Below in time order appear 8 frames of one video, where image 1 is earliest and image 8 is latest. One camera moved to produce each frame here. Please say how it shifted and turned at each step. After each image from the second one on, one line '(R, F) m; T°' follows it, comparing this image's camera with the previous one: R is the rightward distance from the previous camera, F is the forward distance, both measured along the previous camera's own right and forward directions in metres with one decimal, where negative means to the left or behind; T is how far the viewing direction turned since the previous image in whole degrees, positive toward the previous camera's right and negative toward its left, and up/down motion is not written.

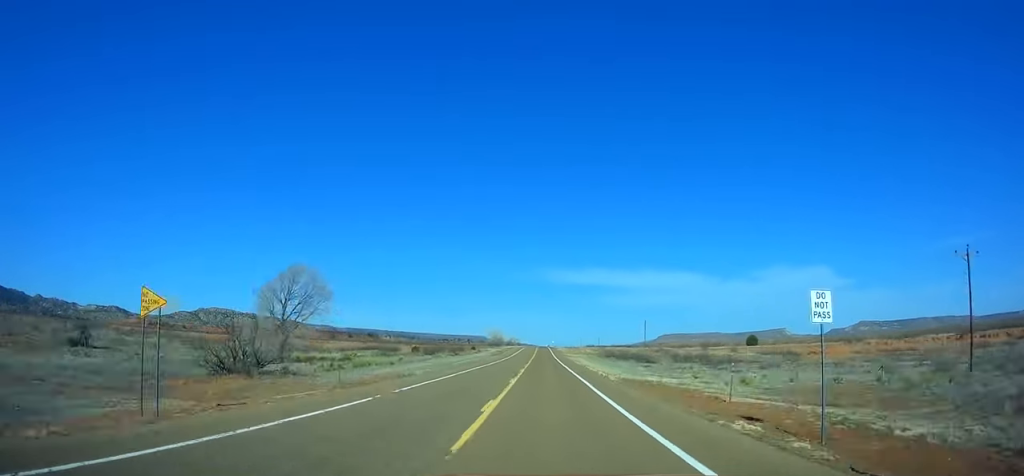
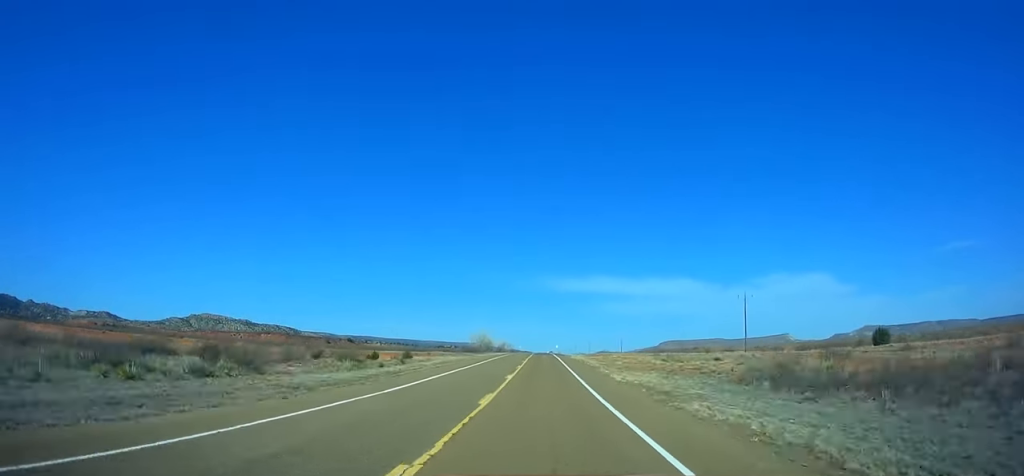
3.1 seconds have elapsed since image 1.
(-0.1, +84.5) m; 0°
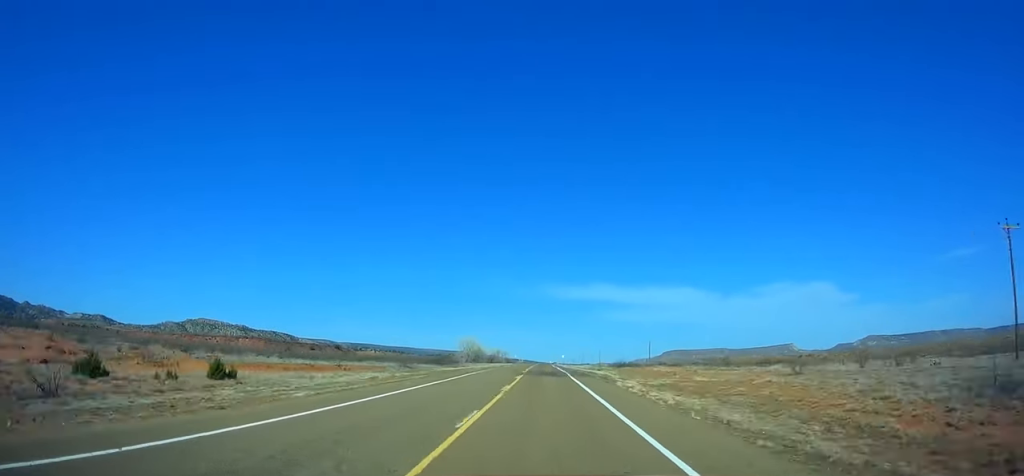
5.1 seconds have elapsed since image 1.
(+0.6, +54.5) m; 0°
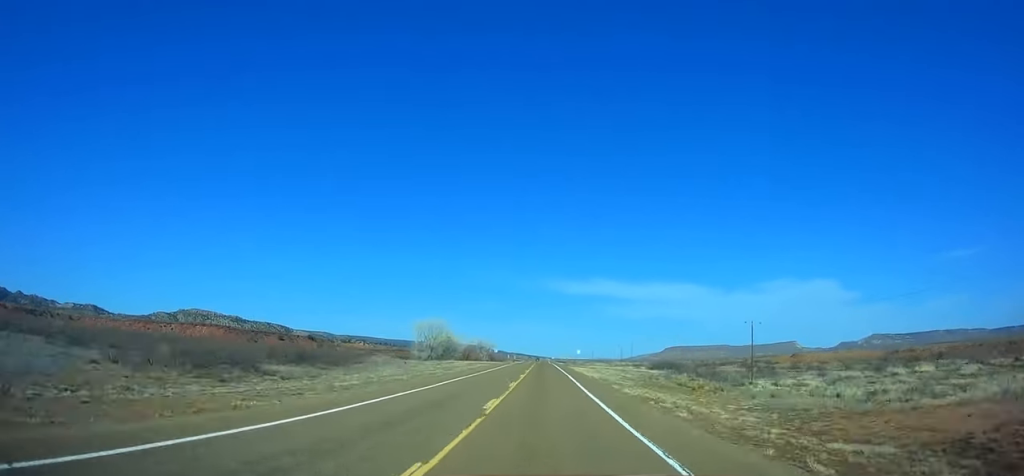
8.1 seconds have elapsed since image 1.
(-1.0, +81.6) m; -1°
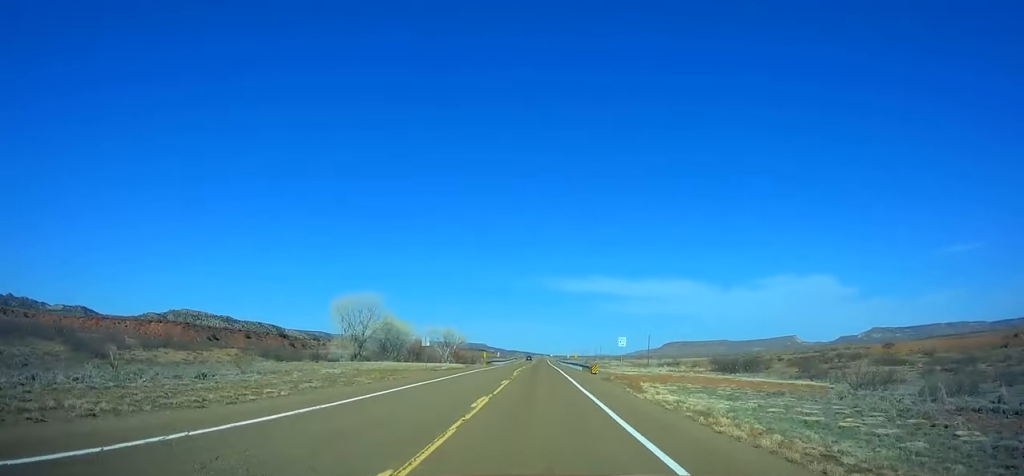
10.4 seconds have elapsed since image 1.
(+0.2, +62.7) m; 0°
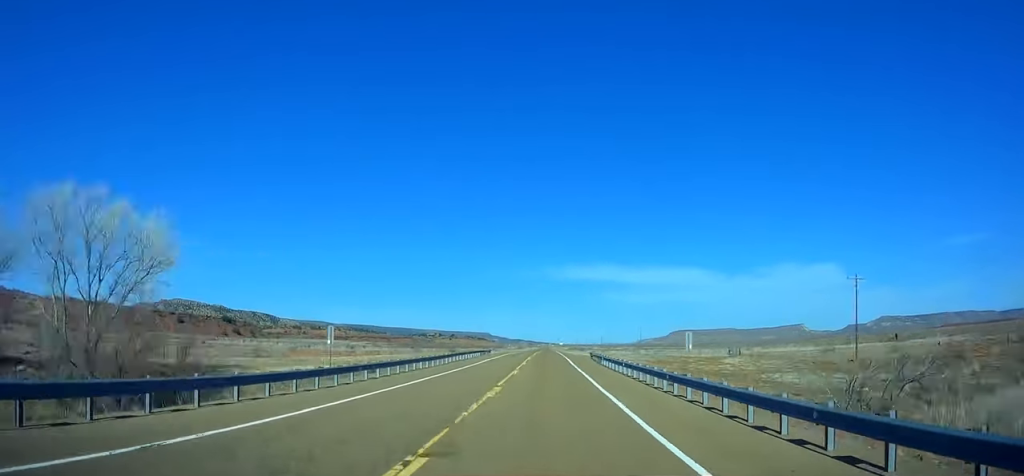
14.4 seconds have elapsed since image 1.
(+0.2, +109.4) m; 0°
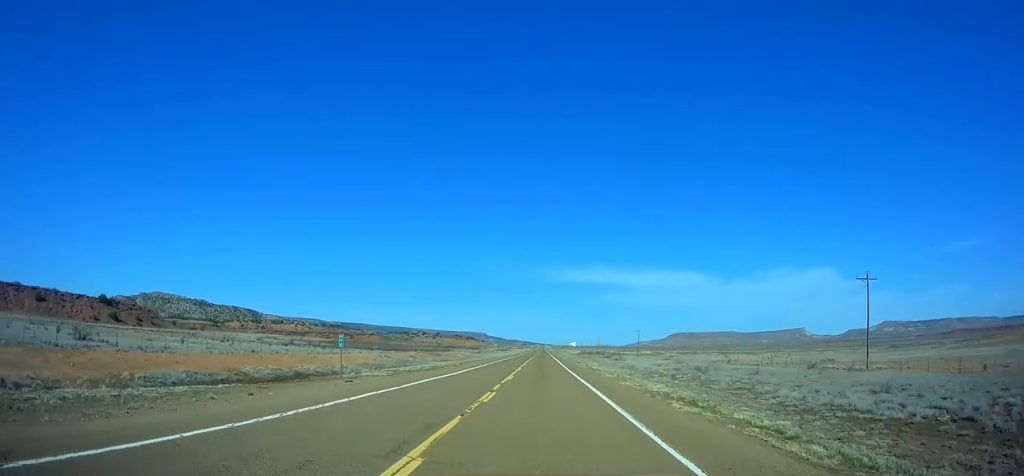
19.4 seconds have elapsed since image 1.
(+0.2, +137.1) m; 0°
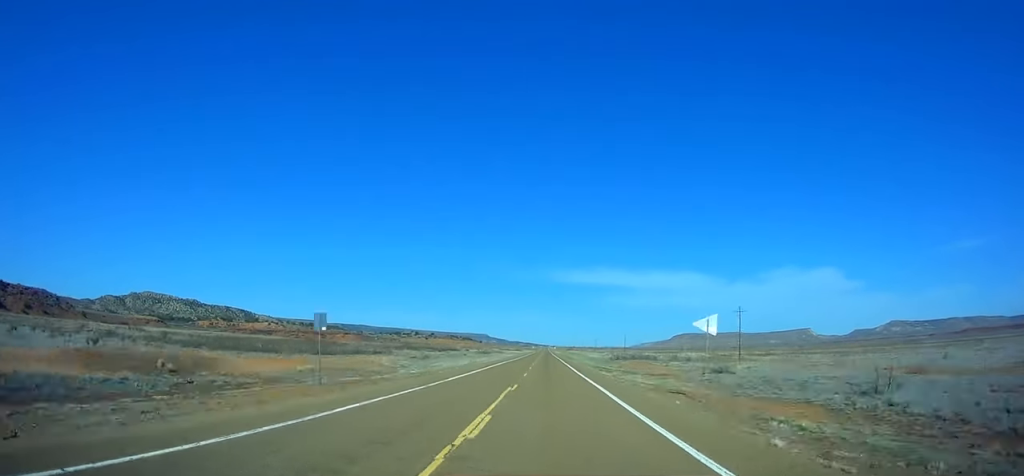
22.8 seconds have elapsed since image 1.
(-0.3, +93.1) m; 0°
